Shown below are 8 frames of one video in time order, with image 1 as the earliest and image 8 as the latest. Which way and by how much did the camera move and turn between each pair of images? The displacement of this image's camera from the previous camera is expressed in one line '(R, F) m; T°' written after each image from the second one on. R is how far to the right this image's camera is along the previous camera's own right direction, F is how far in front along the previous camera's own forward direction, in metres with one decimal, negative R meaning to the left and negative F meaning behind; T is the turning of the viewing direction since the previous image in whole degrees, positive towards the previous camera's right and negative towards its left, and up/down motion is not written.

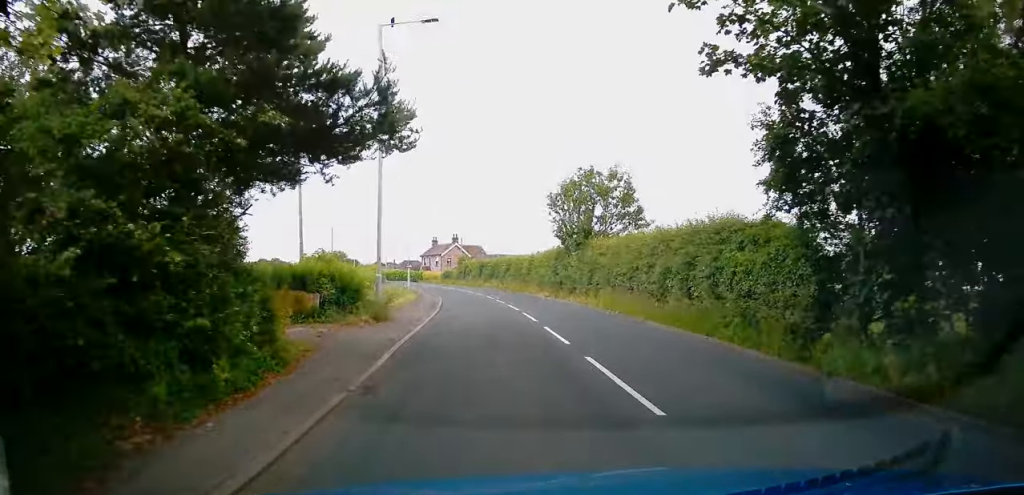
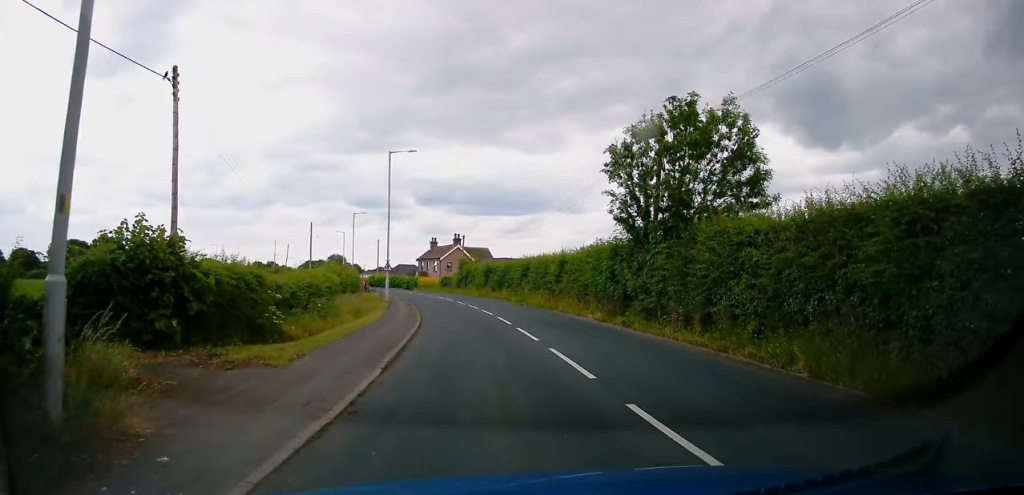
(+0.4, +15.1) m; 0°
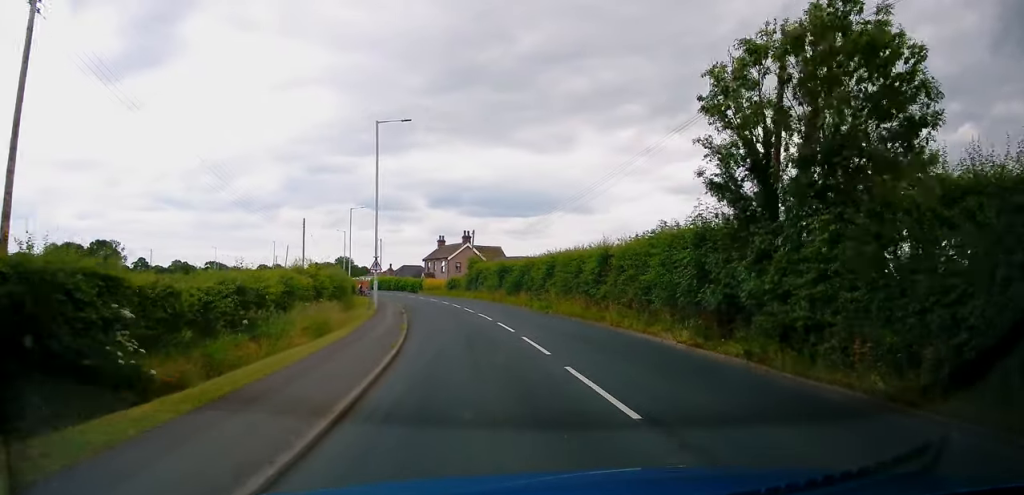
(-0.1, +8.4) m; -2°
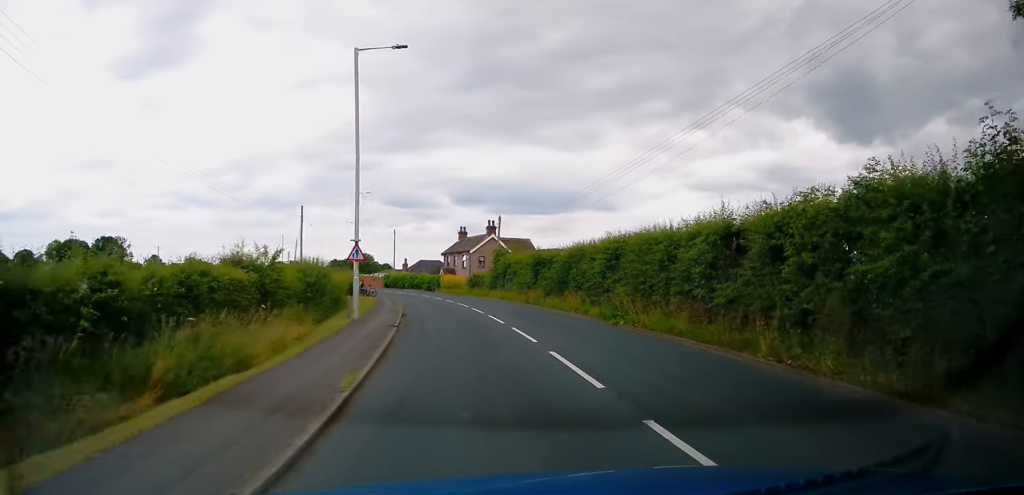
(-0.3, +10.2) m; -4°
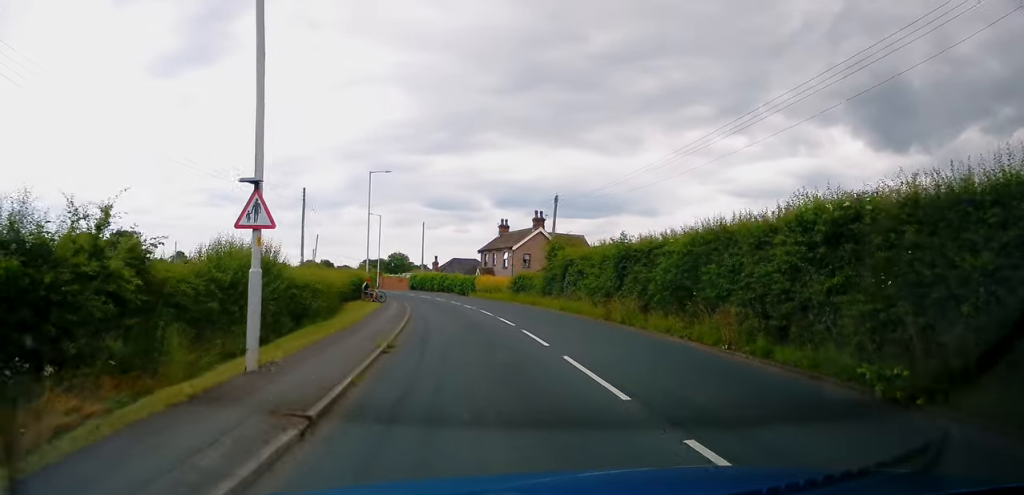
(-0.4, +12.5) m; -2°
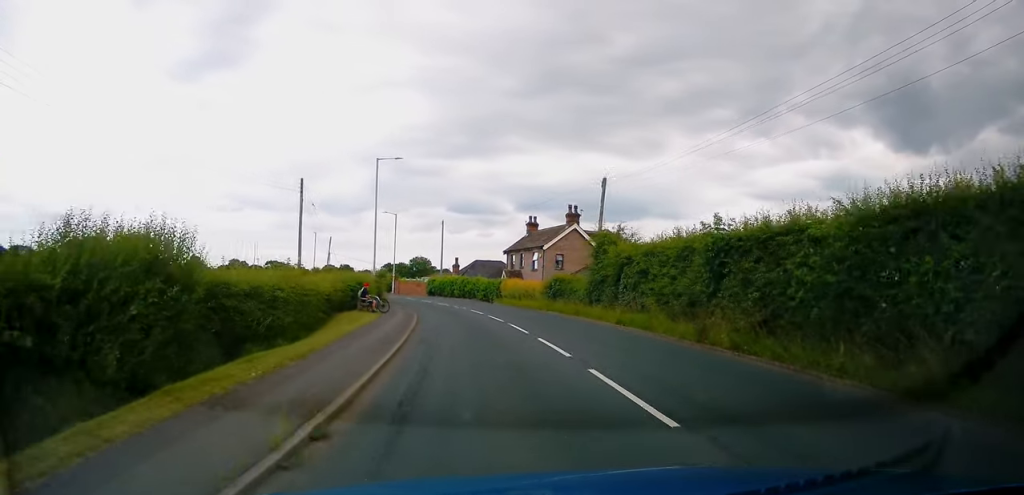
(-0.1, +7.5) m; -1°
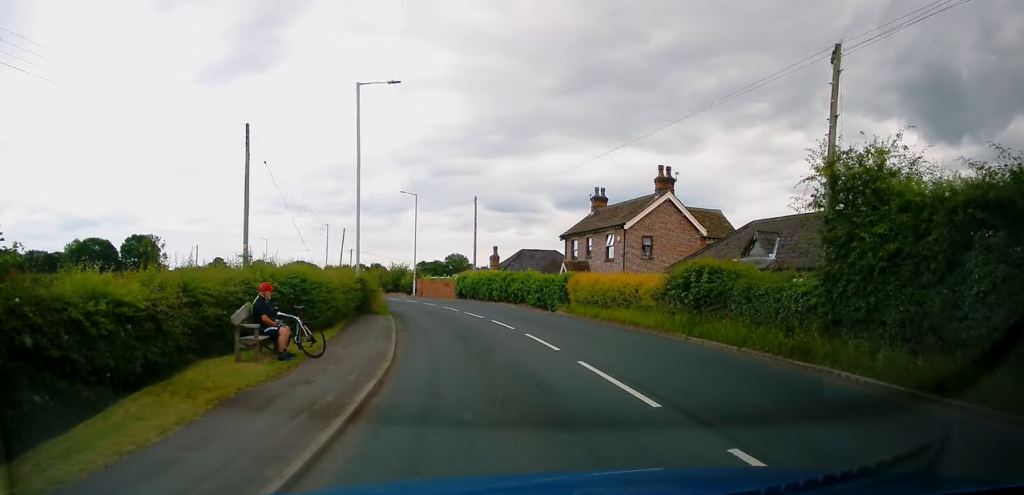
(-0.5, +16.5) m; -5°
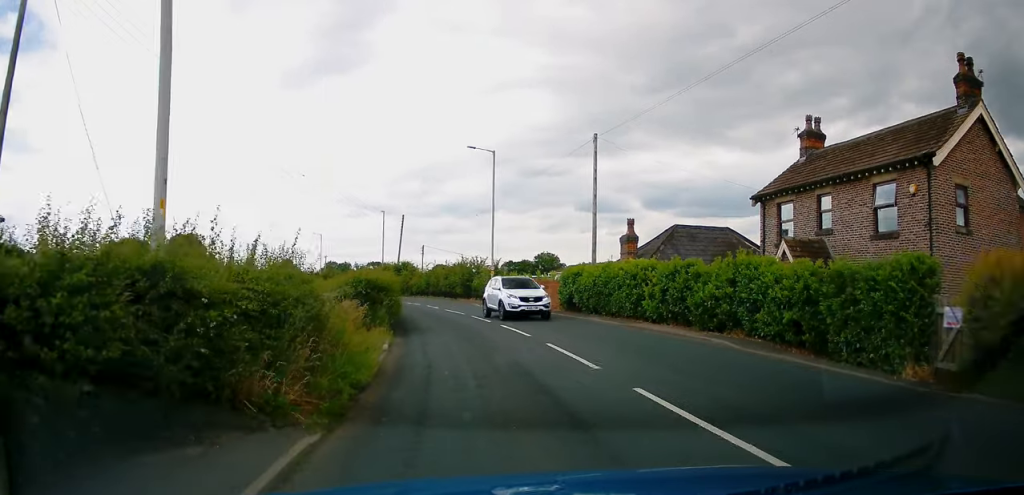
(-1.3, +20.4) m; -7°
